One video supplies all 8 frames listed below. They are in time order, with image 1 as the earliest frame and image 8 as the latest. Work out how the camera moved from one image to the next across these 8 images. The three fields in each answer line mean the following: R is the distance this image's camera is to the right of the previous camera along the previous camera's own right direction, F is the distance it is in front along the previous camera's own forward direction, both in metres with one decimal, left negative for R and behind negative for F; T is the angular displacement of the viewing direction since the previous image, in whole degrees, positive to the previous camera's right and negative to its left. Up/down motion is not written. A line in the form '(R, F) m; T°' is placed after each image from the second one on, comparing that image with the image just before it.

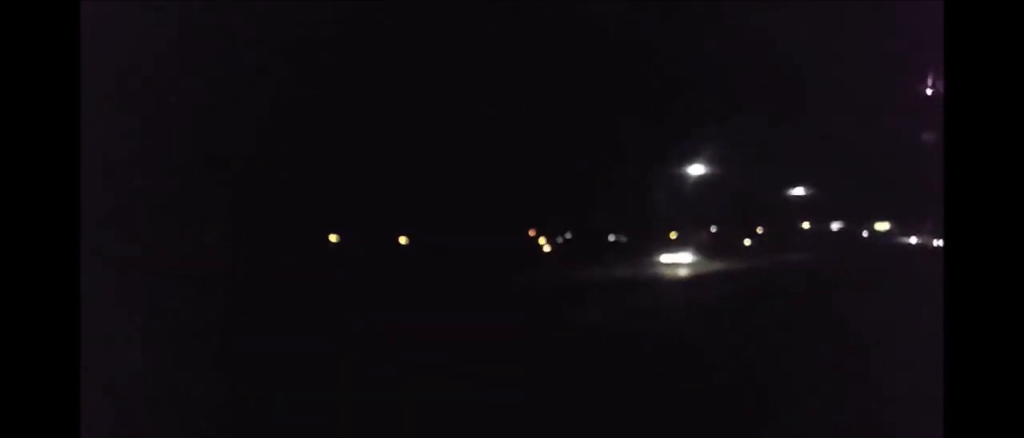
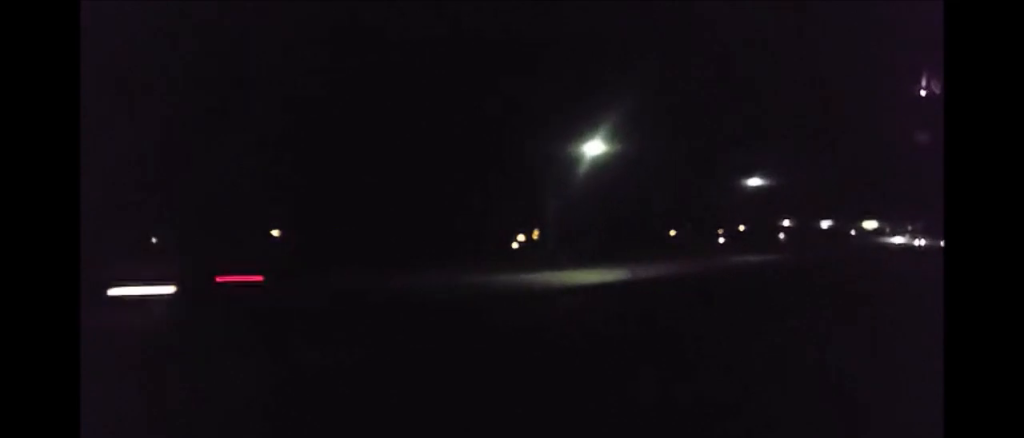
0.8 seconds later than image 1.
(+0.3, +25.6) m; 0°
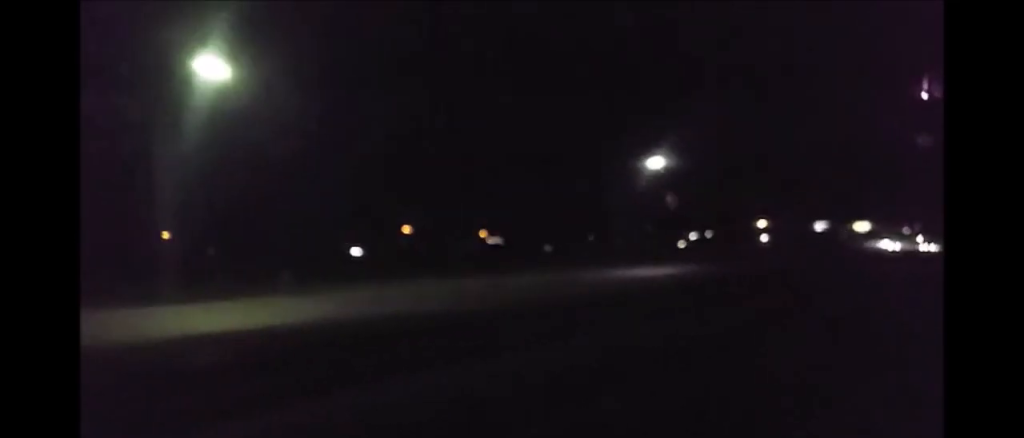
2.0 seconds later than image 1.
(-0.3, +39.3) m; -1°
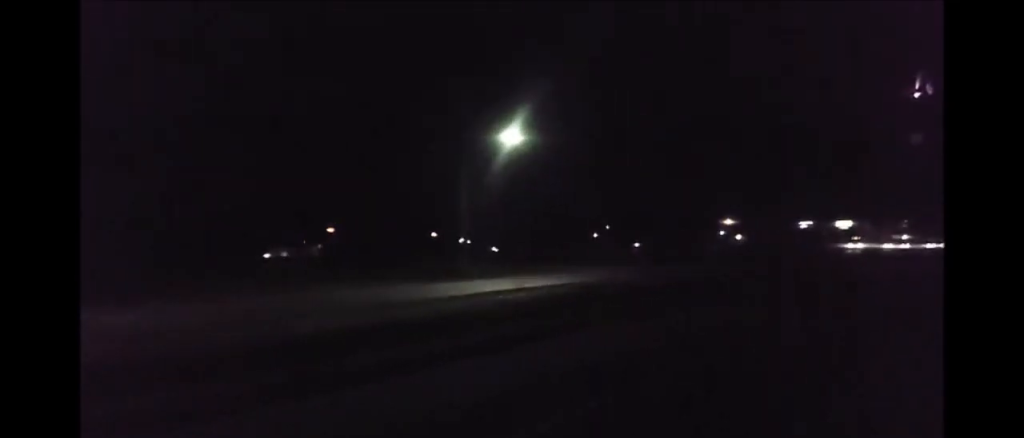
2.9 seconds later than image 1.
(0.0, +27.6) m; 0°
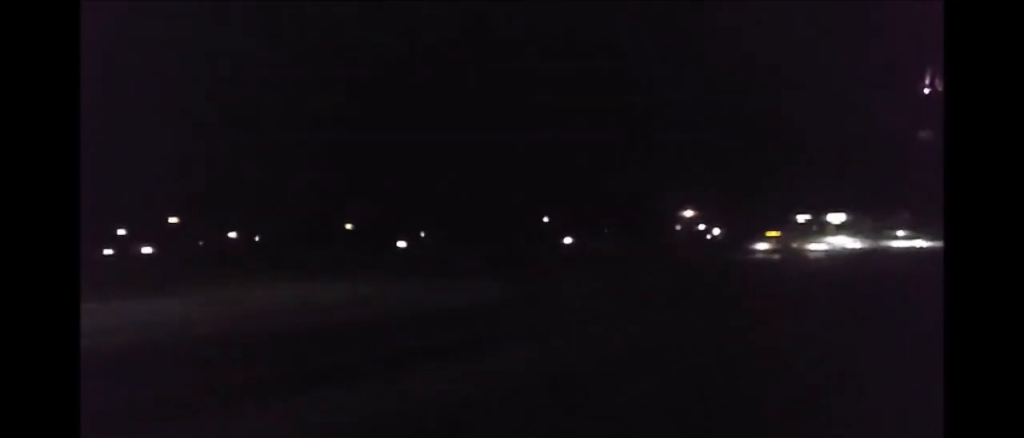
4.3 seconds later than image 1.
(+0.3, +43.6) m; -1°
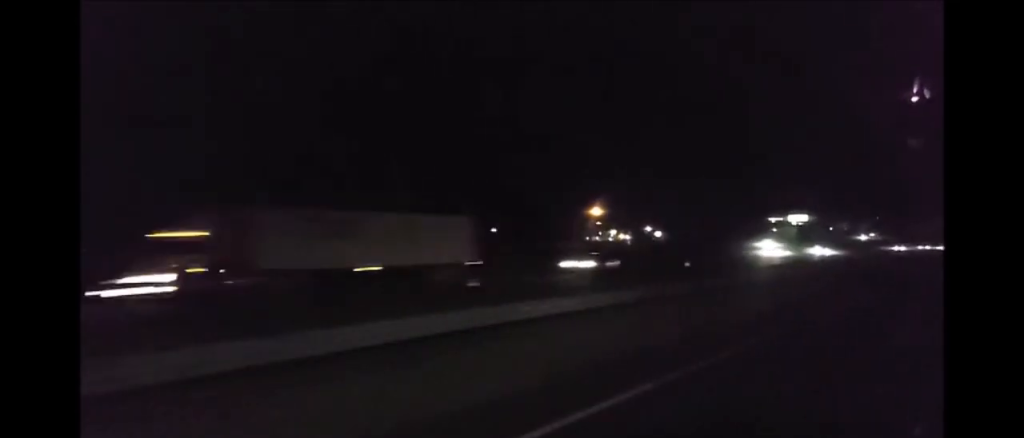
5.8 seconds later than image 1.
(-0.4, +47.8) m; +1°
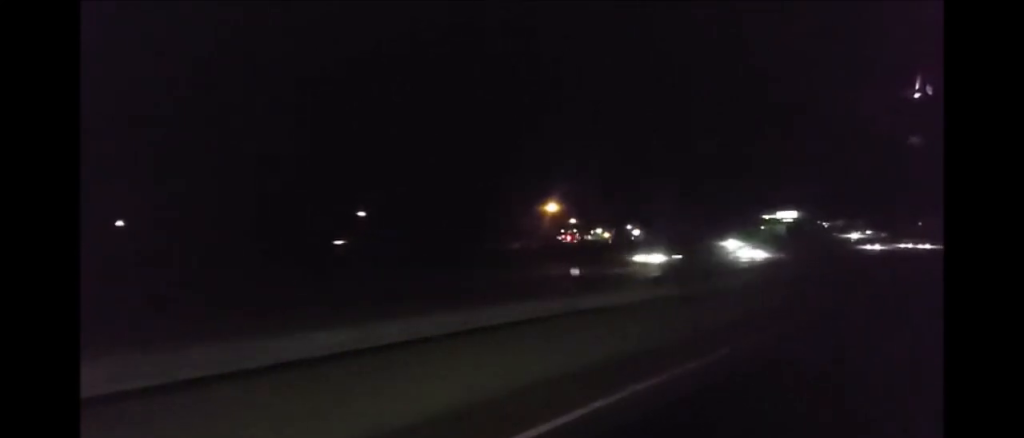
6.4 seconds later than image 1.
(+0.2, +19.2) m; +1°
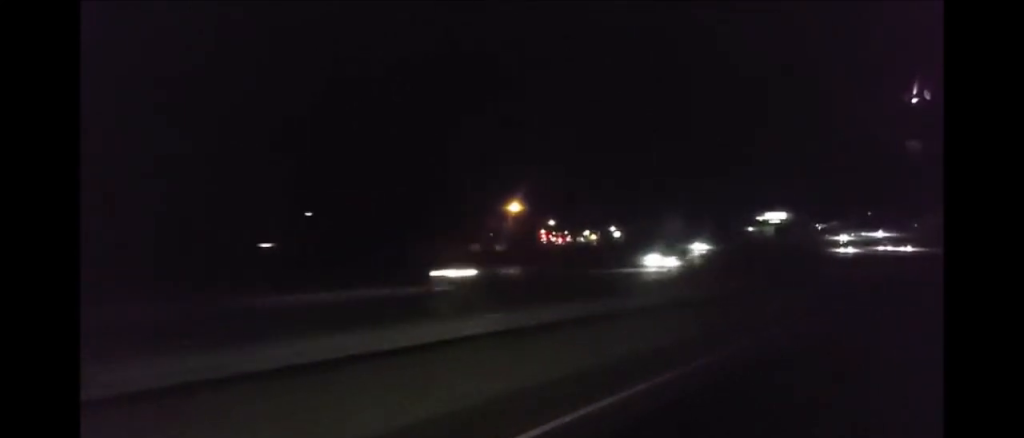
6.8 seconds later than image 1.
(-0.1, +12.7) m; 0°
